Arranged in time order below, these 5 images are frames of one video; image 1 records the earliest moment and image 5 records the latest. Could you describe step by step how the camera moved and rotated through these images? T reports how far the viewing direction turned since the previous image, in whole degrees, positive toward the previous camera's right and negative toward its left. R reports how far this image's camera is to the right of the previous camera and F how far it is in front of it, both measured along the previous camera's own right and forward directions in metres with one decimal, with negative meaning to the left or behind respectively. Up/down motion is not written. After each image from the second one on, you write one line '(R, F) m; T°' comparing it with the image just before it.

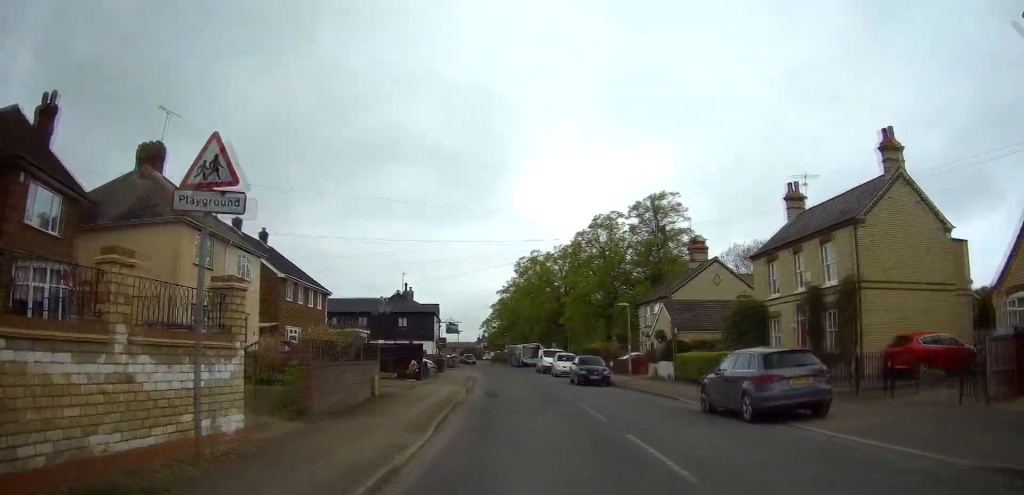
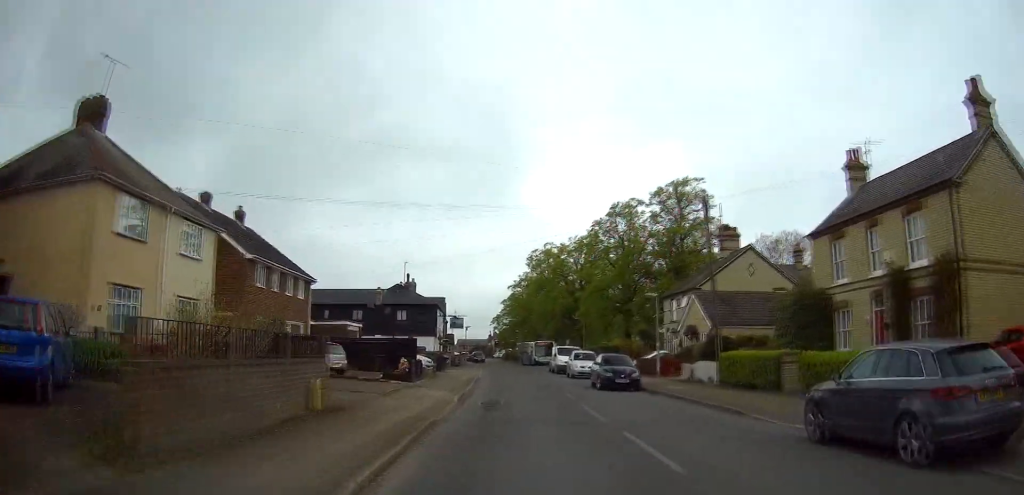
(-0.2, +5.9) m; -2°
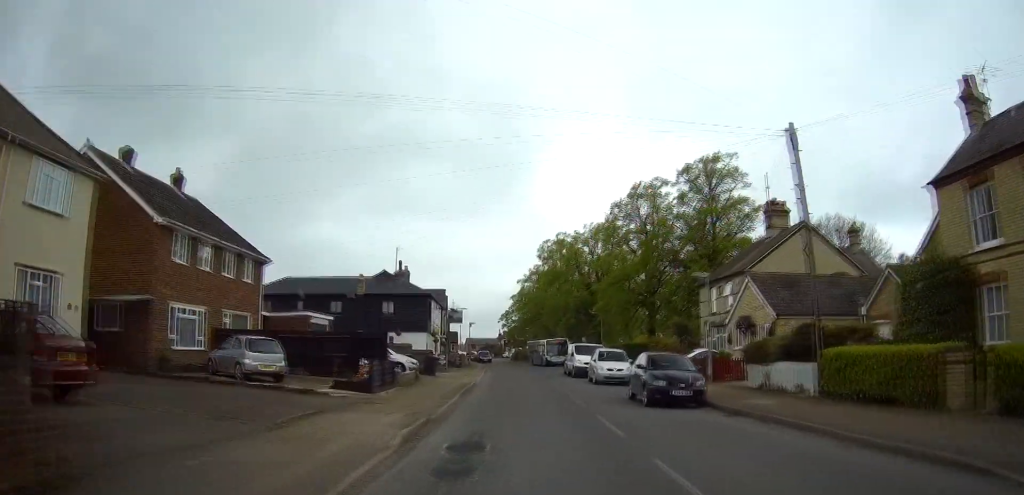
(-0.2, +8.8) m; -2°
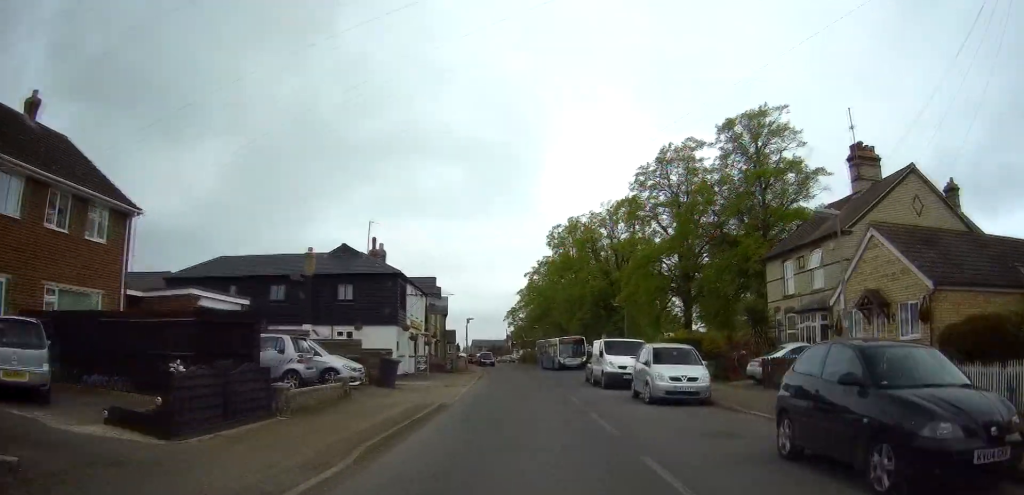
(-0.1, +12.2) m; -1°
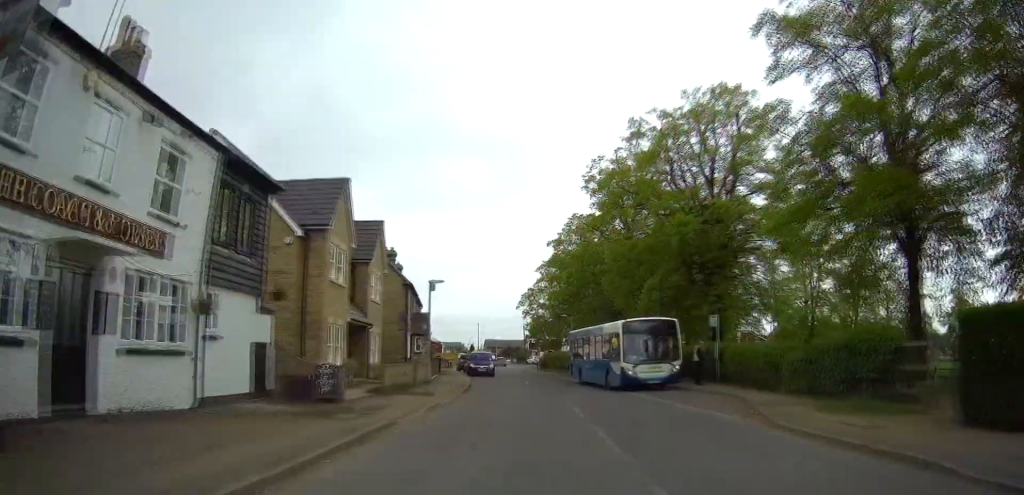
(-2.0, +31.2) m; -11°
